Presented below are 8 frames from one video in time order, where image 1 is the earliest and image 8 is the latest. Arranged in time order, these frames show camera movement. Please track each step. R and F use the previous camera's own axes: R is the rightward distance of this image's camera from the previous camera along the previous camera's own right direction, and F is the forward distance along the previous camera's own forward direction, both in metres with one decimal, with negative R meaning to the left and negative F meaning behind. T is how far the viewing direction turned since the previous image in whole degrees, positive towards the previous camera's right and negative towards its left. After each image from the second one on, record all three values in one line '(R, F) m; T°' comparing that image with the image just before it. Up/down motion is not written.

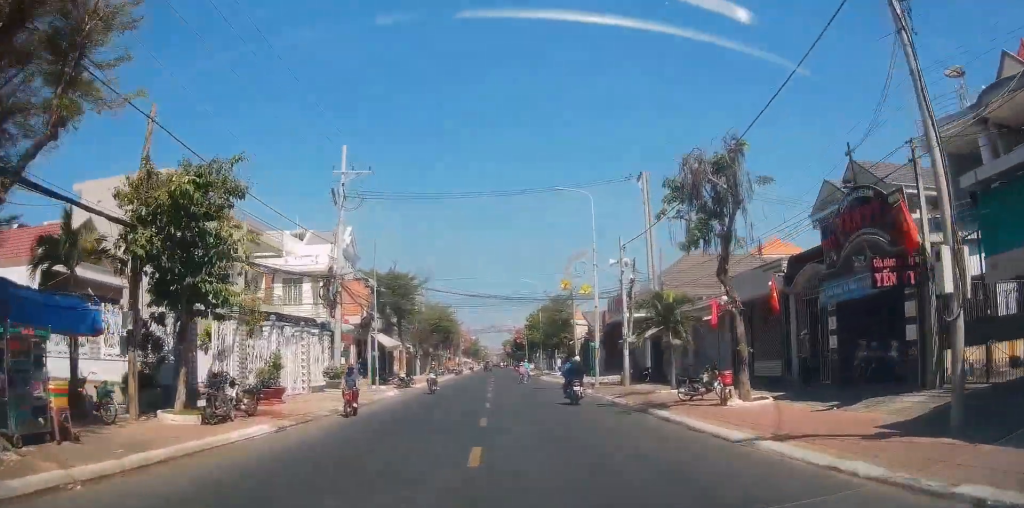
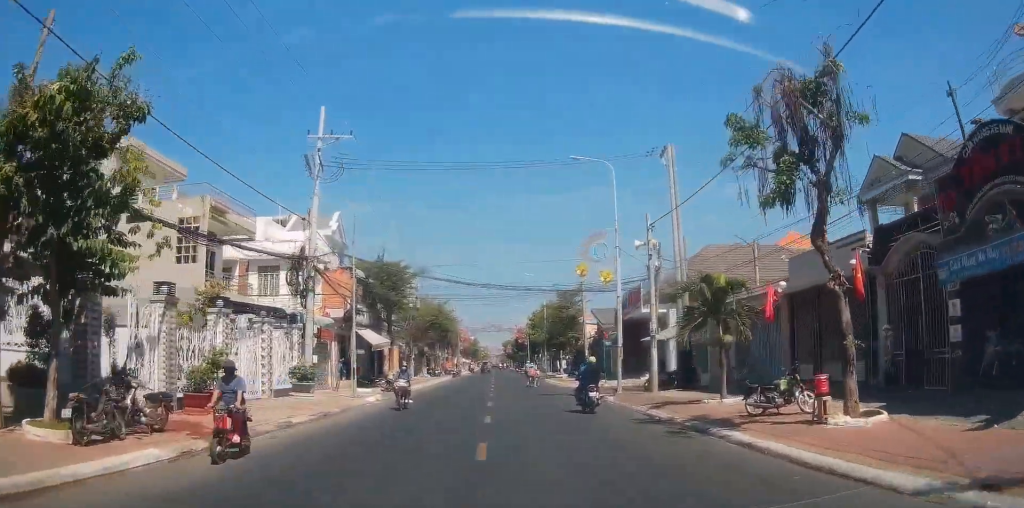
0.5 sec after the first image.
(0.0, +5.2) m; 0°
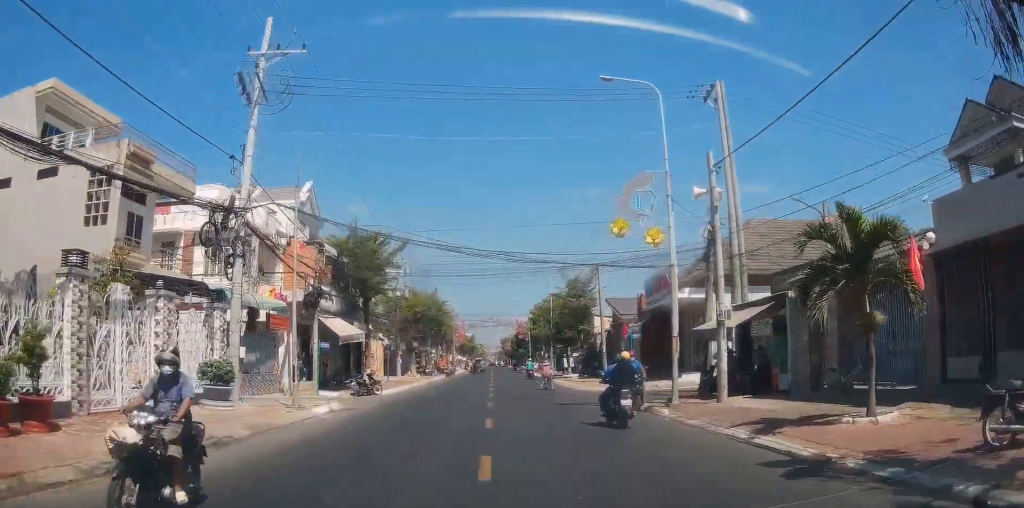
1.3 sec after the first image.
(+0.4, +7.9) m; -2°
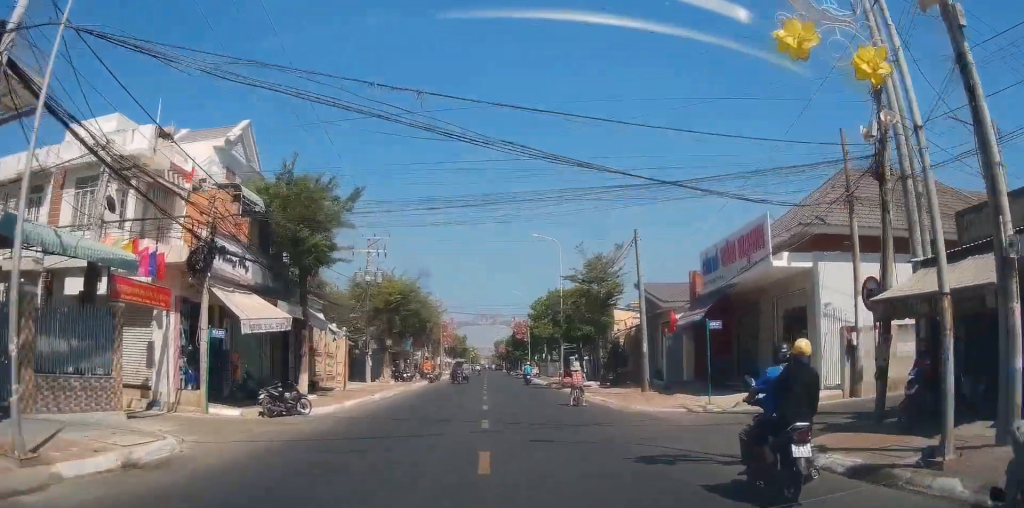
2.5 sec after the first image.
(-0.7, +11.8) m; 0°
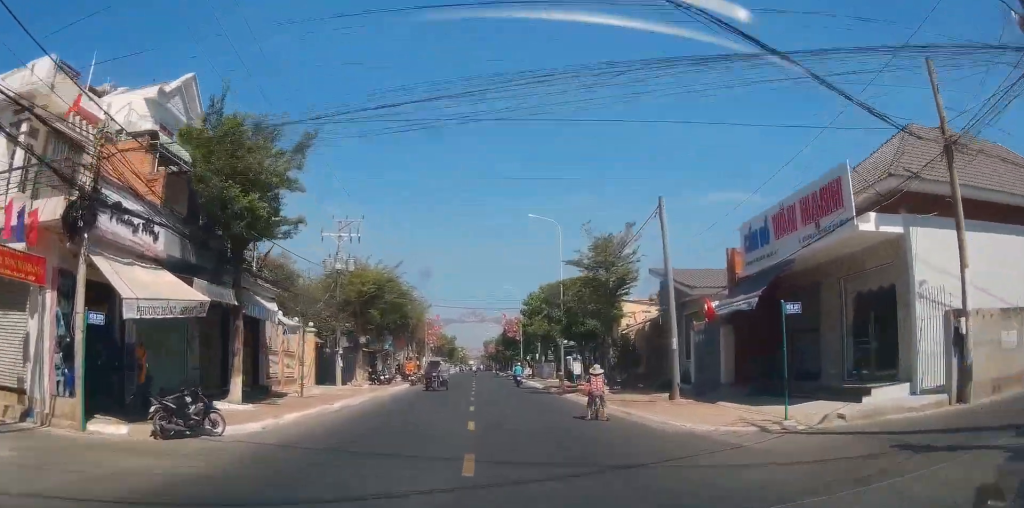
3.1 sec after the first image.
(+0.4, +5.6) m; +1°
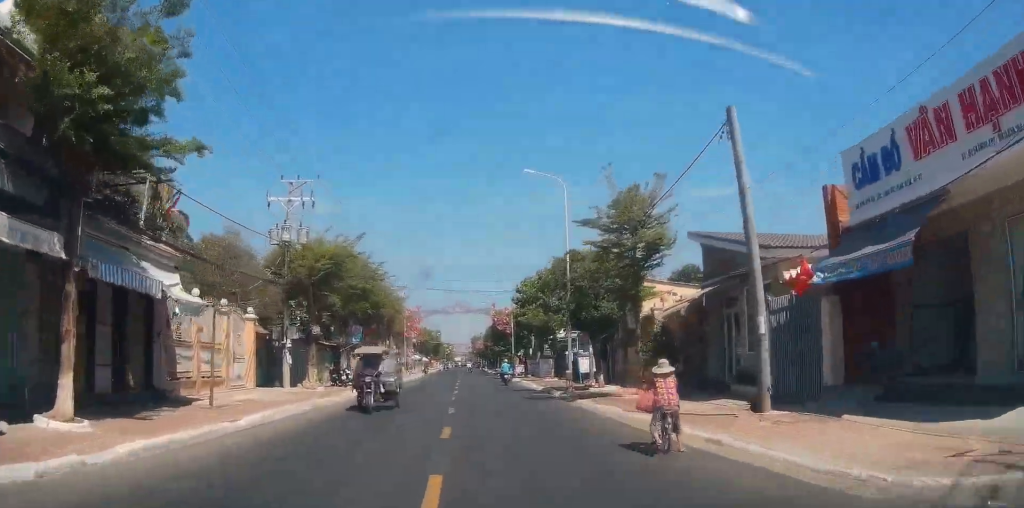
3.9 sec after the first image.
(0.0, +8.3) m; +1°
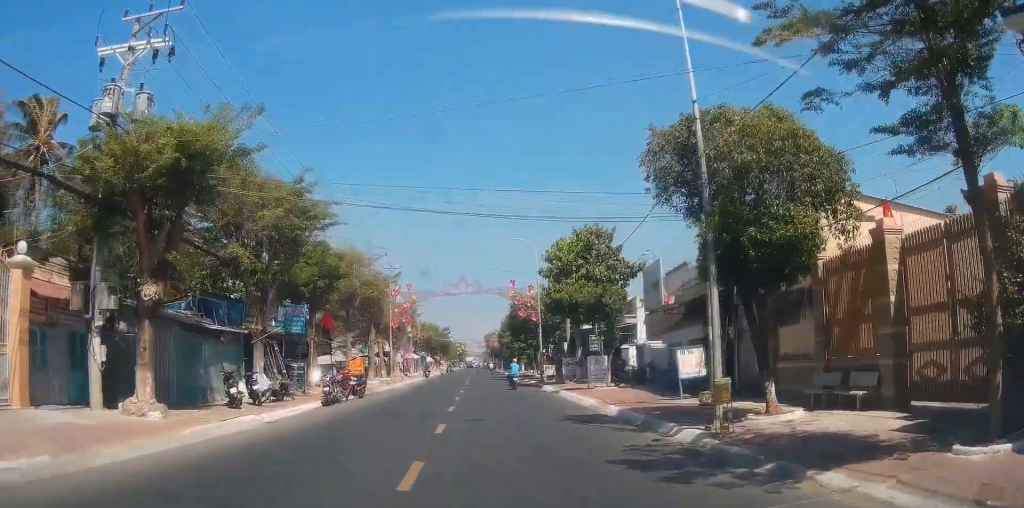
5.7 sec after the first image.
(+0.4, +17.5) m; +2°
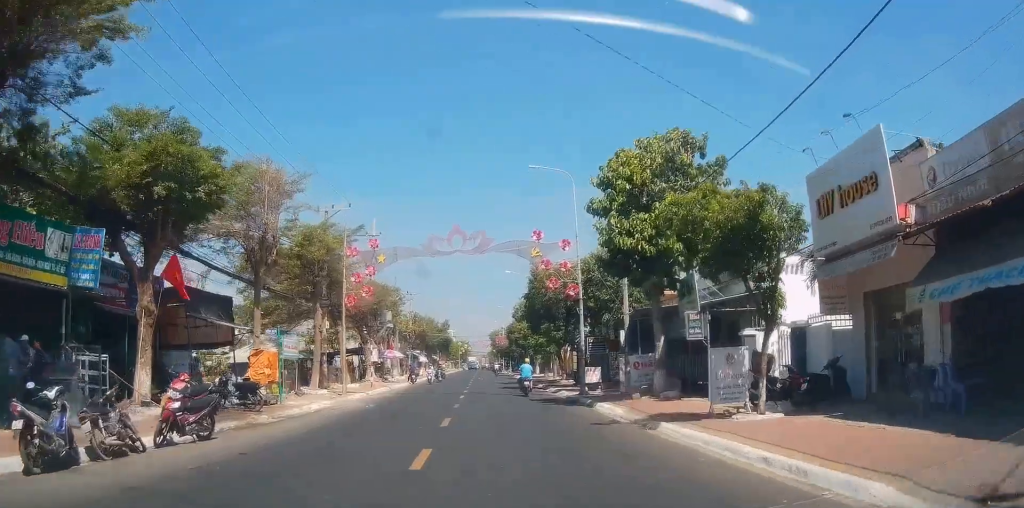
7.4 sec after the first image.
(-0.6, +17.0) m; -2°
